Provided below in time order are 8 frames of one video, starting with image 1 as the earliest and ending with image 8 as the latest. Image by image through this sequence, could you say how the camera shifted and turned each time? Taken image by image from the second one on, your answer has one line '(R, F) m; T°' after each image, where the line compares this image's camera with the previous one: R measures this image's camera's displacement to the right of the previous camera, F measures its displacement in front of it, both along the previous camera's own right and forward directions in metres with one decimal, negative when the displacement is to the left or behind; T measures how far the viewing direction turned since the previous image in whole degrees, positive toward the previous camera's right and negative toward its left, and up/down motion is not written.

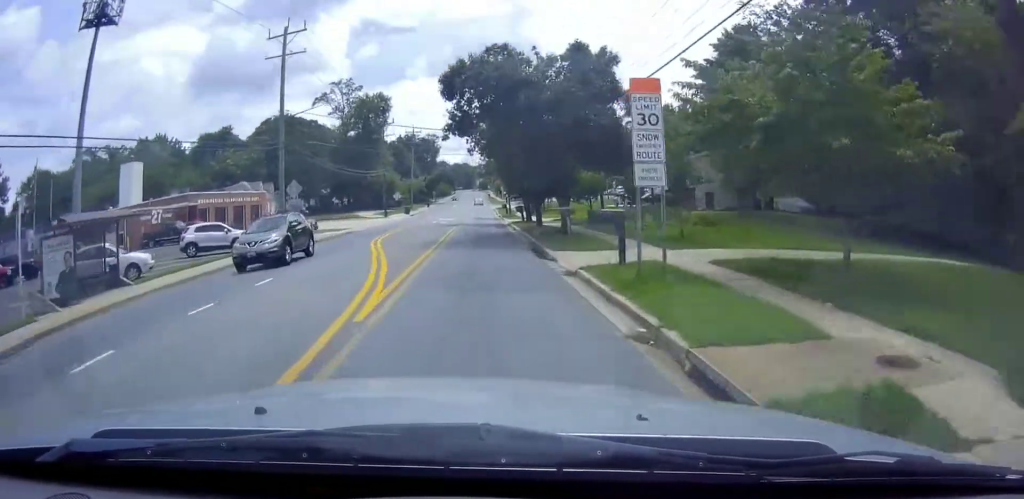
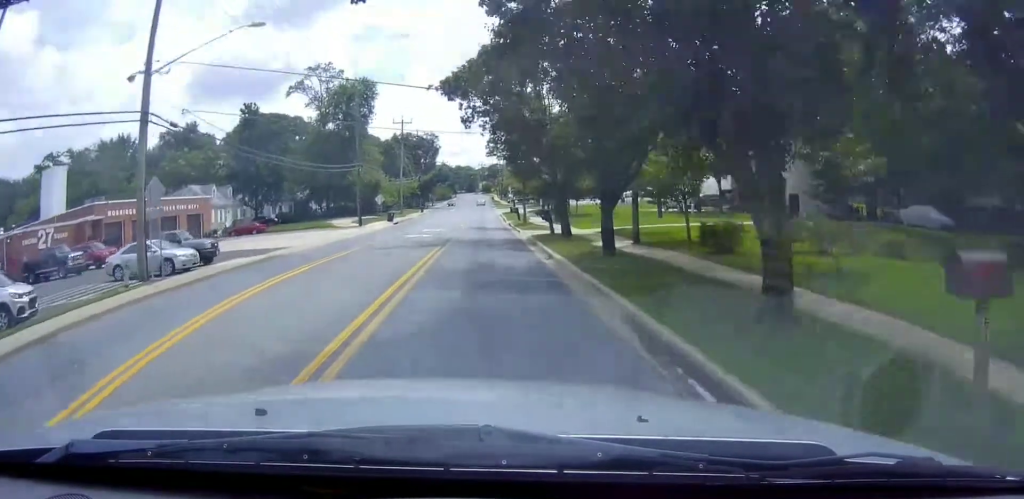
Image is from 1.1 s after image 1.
(+0.3, +16.5) m; +2°
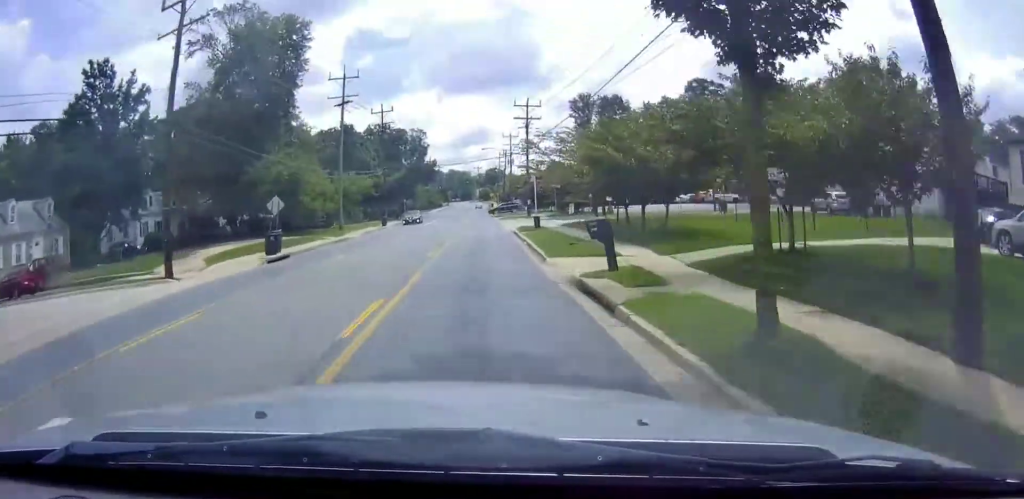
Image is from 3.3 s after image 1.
(+0.7, +32.5) m; +1°
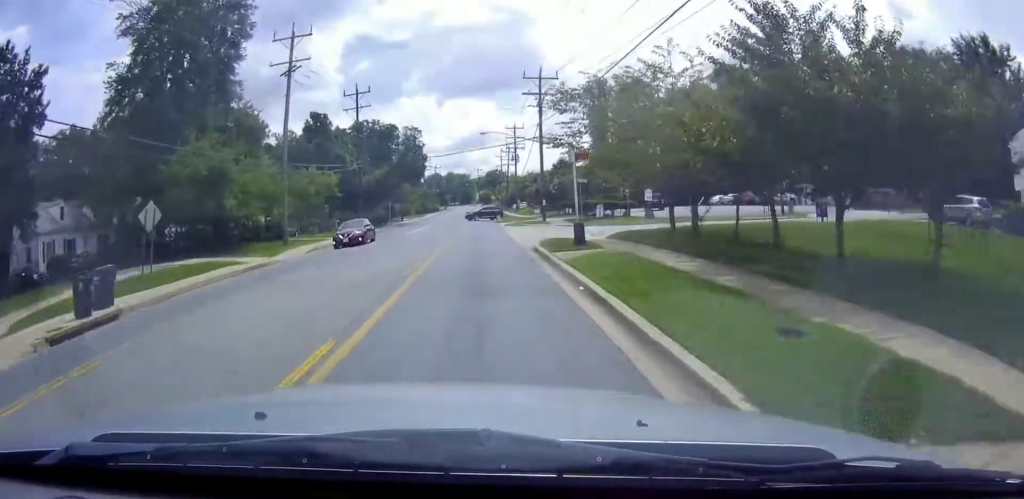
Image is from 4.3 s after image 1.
(-0.1, +14.1) m; -1°
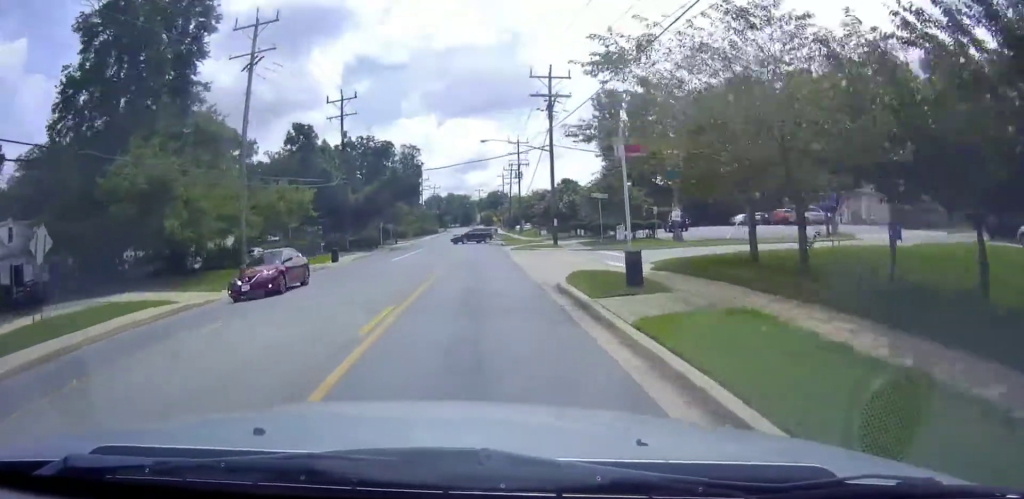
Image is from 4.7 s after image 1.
(-0.1, +6.7) m; 0°
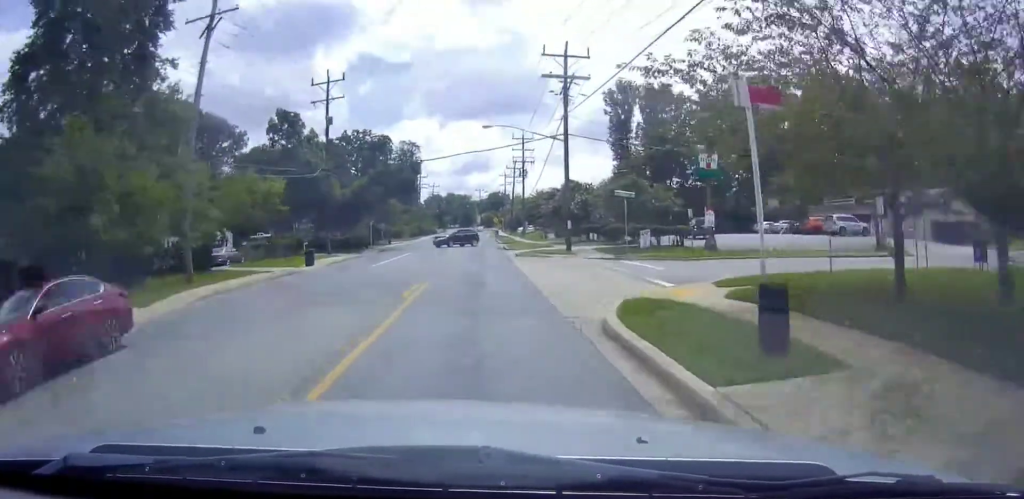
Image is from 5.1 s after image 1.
(0.0, +6.1) m; 0°
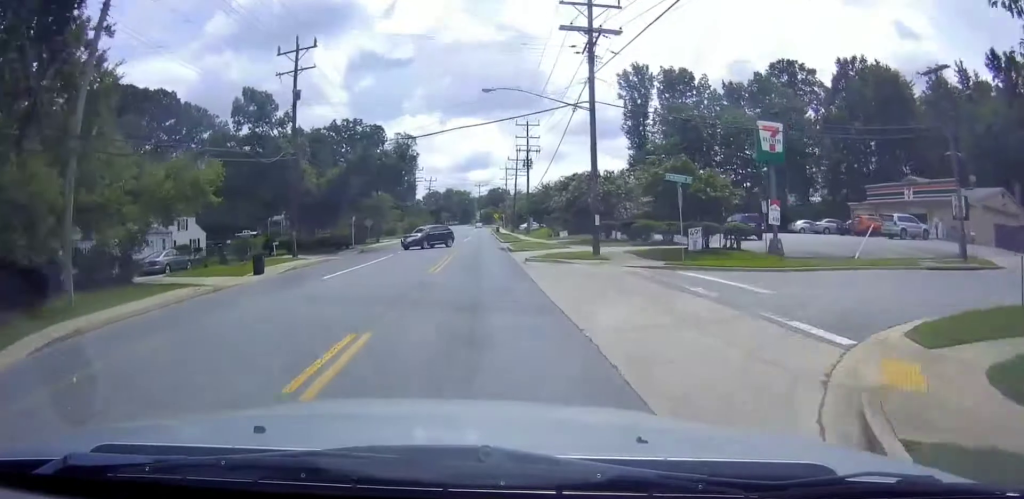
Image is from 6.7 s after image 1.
(0.0, +24.3) m; -1°
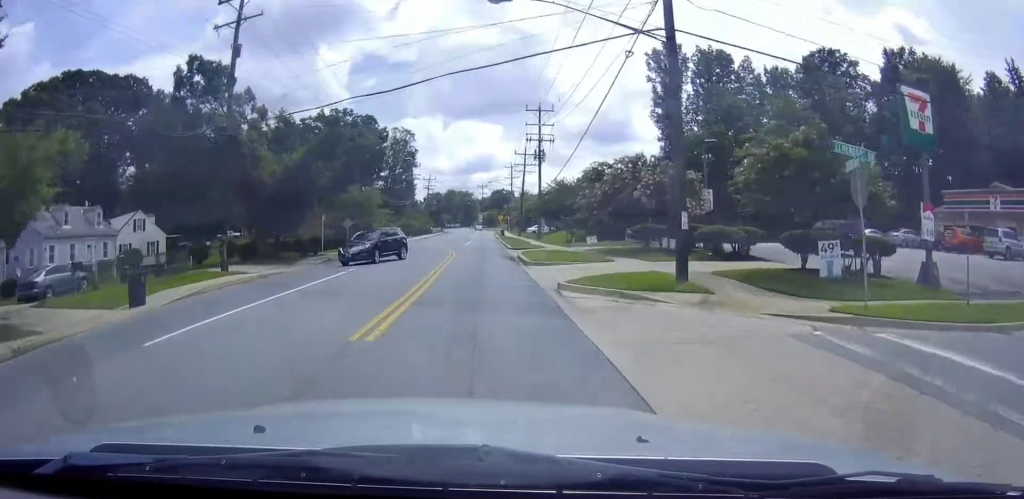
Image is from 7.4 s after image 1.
(-0.1, +11.3) m; -1°
